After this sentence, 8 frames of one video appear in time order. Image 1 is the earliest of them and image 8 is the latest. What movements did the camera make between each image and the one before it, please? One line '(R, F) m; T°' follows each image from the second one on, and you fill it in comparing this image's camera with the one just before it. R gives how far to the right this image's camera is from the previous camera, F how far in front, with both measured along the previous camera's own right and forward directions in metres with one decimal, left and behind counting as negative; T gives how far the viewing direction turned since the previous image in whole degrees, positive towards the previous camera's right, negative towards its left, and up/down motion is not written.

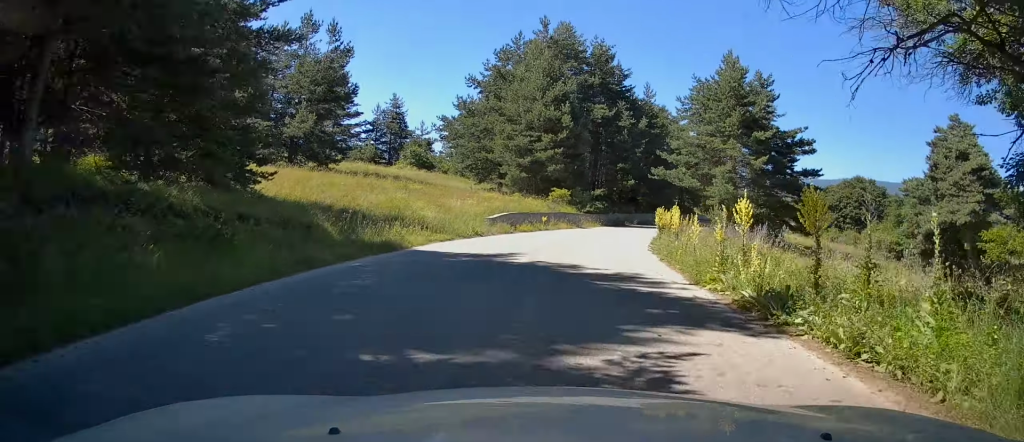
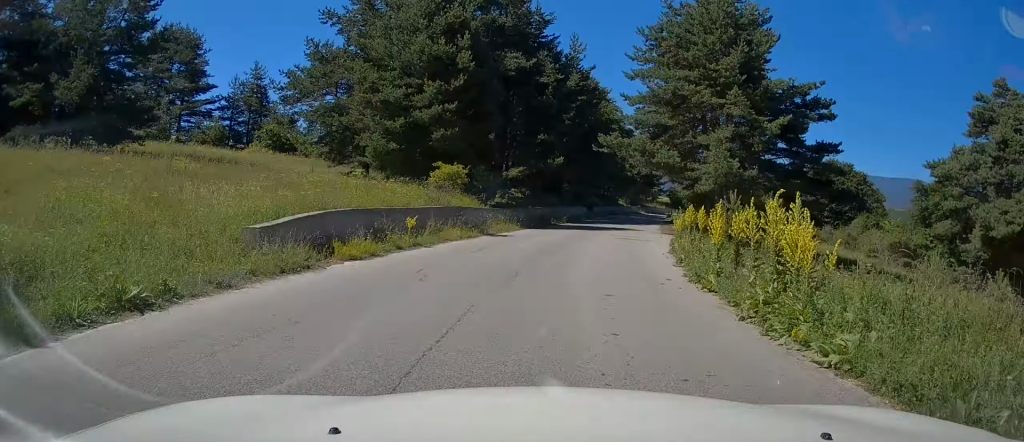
(+1.4, +18.3) m; +9°
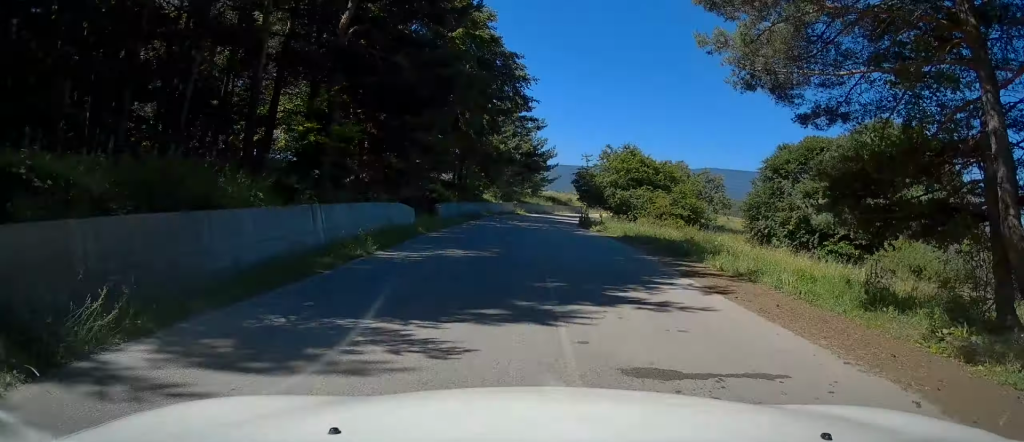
(+4.7, +34.5) m; +12°
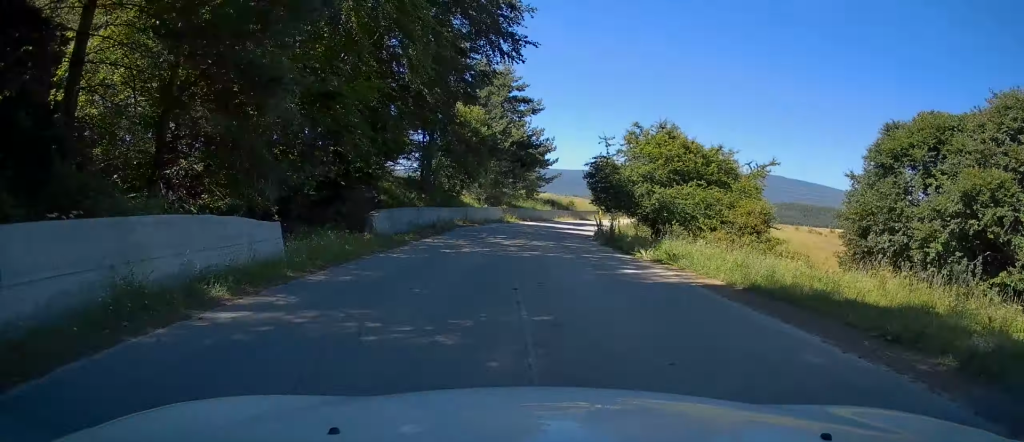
(+0.2, +13.7) m; +2°
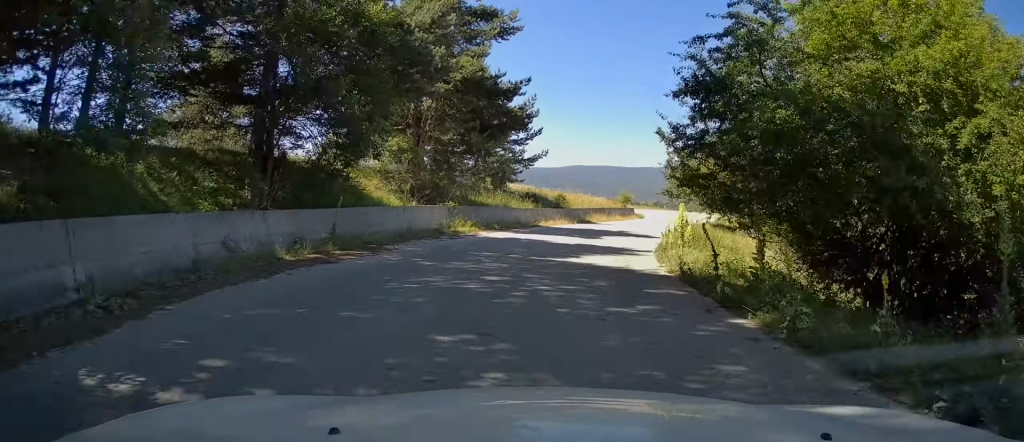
(+0.6, +22.0) m; +6°
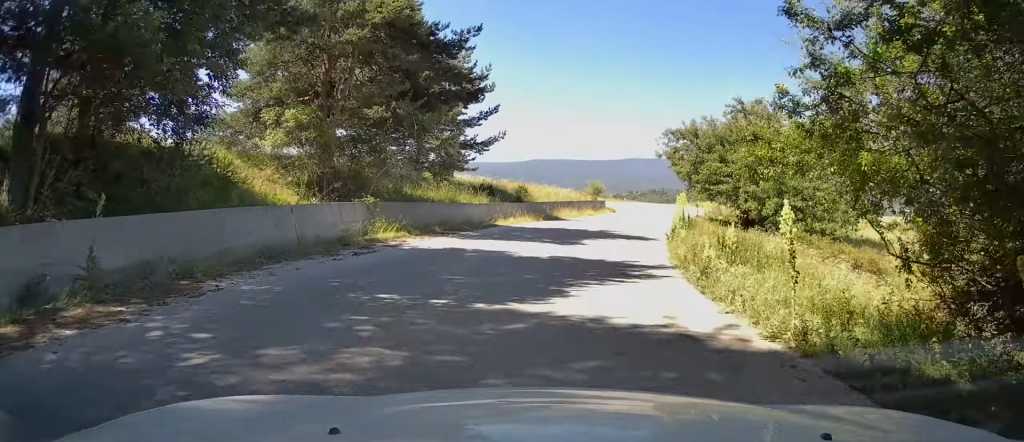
(0.0, +7.3) m; +3°
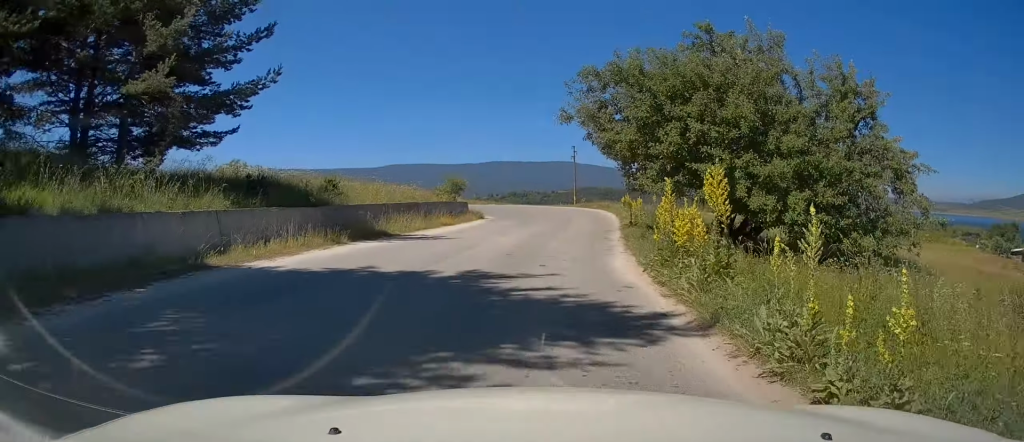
(+1.1, +15.4) m; +8°
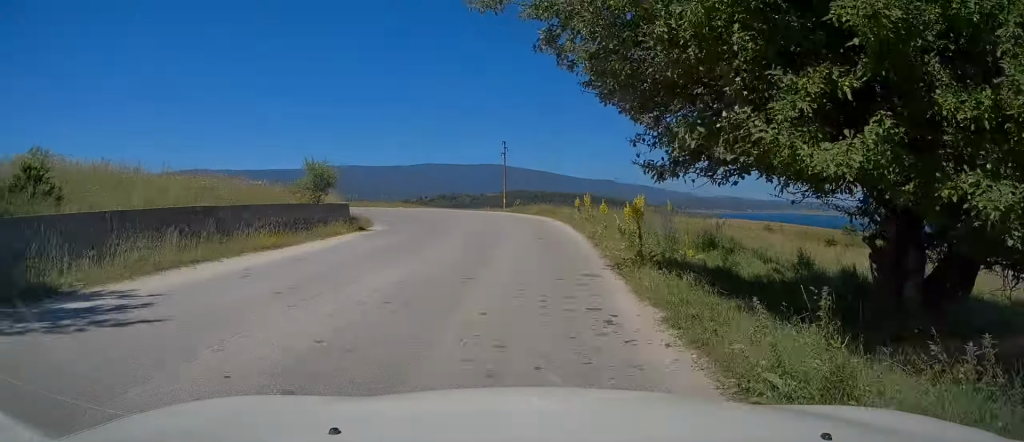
(+0.8, +12.4) m; +4°
